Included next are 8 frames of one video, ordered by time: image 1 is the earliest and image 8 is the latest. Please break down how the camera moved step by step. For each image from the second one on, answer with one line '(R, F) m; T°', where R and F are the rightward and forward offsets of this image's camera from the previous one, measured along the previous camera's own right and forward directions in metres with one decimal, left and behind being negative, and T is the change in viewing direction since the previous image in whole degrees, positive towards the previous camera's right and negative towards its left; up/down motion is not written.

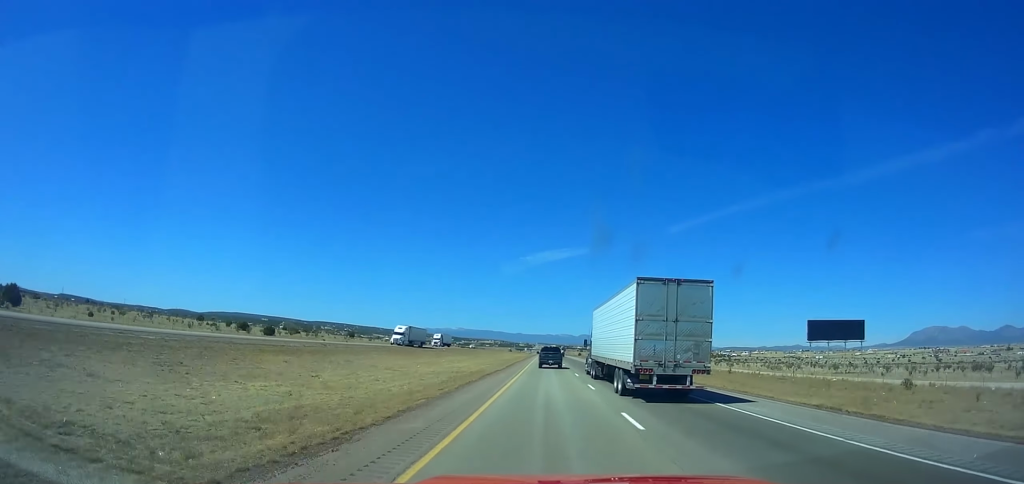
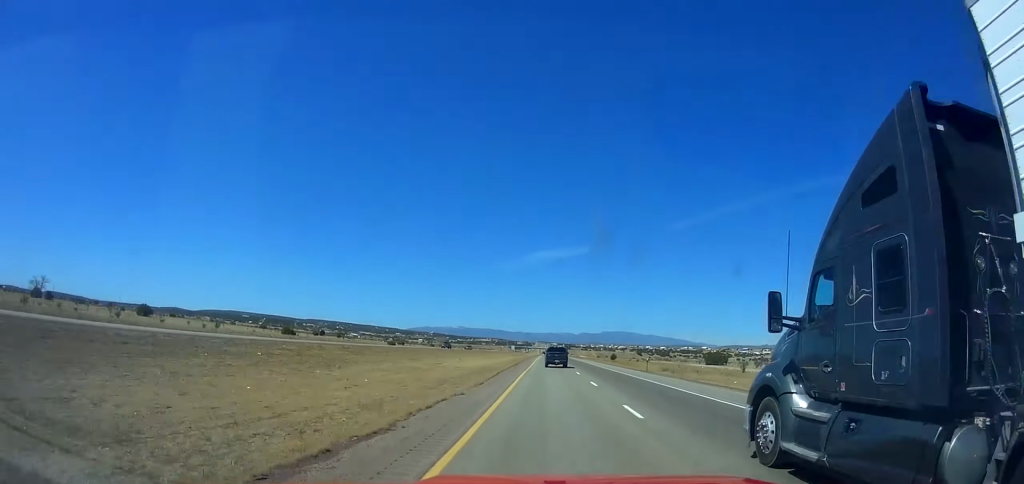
(+0.4, +155.5) m; 0°
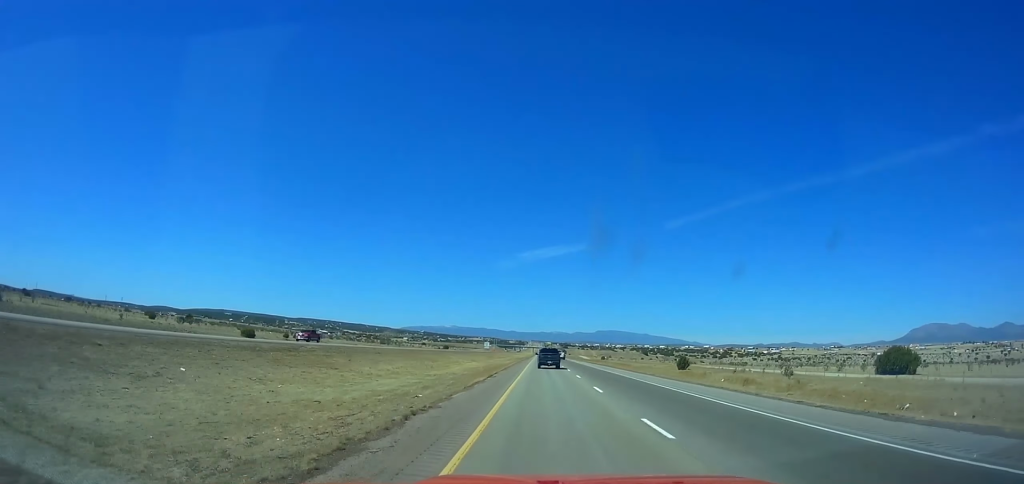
(-0.3, +87.8) m; 0°
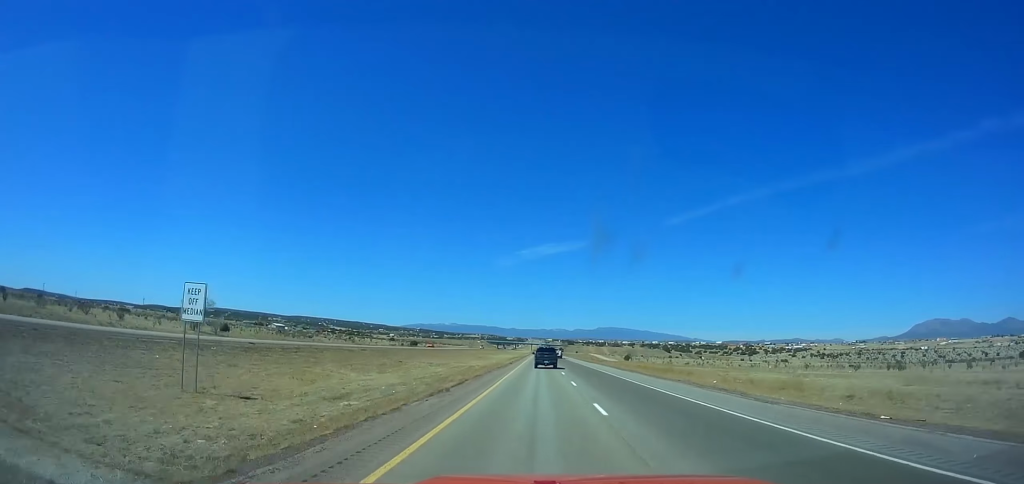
(+0.7, +117.3) m; 0°
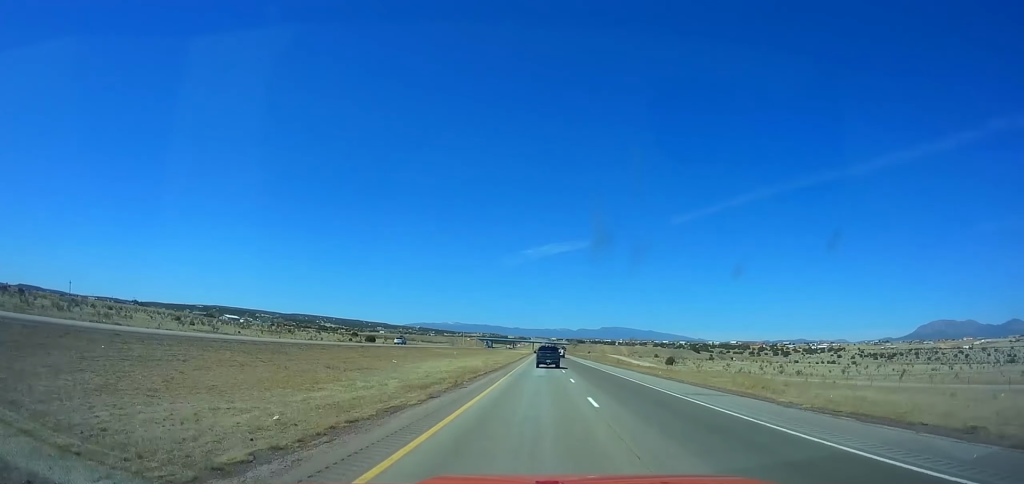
(-0.7, +95.1) m; 0°
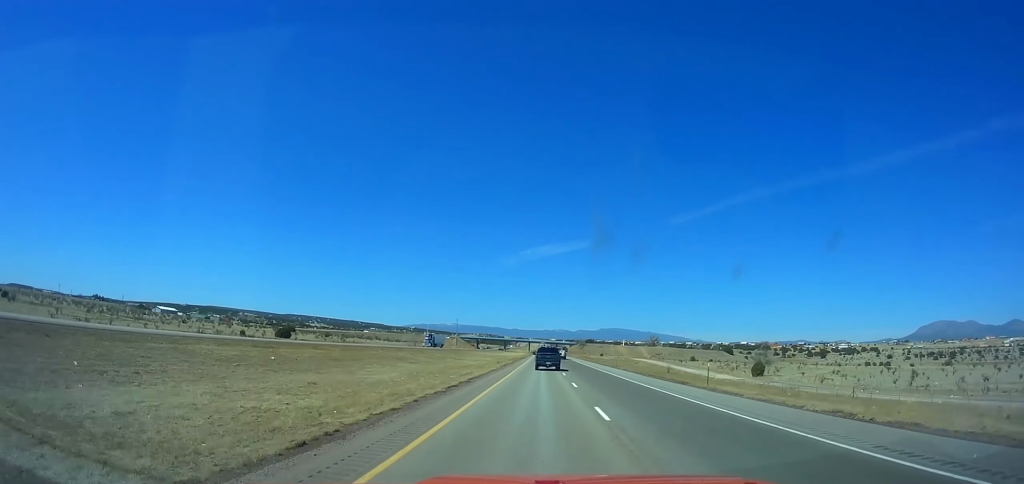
(+0.1, +87.3) m; 0°
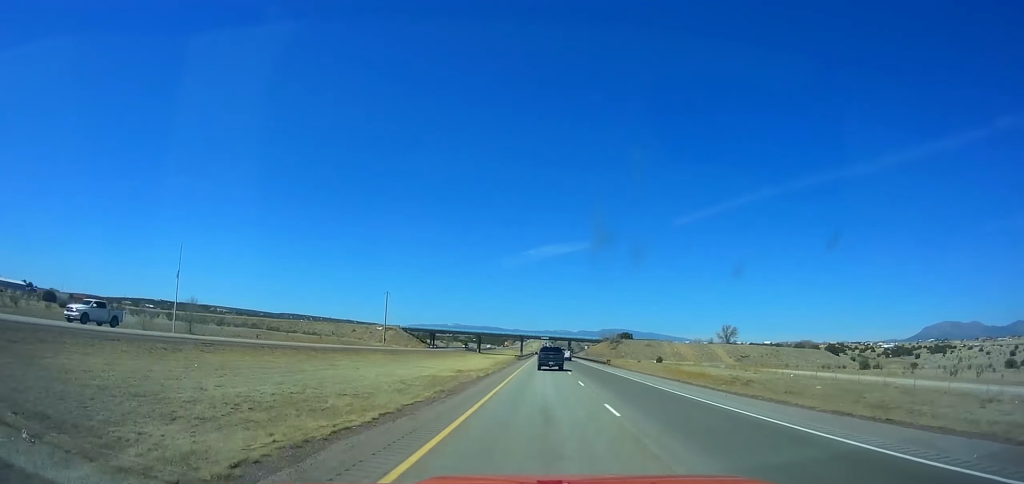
(+0.2, +144.7) m; 0°
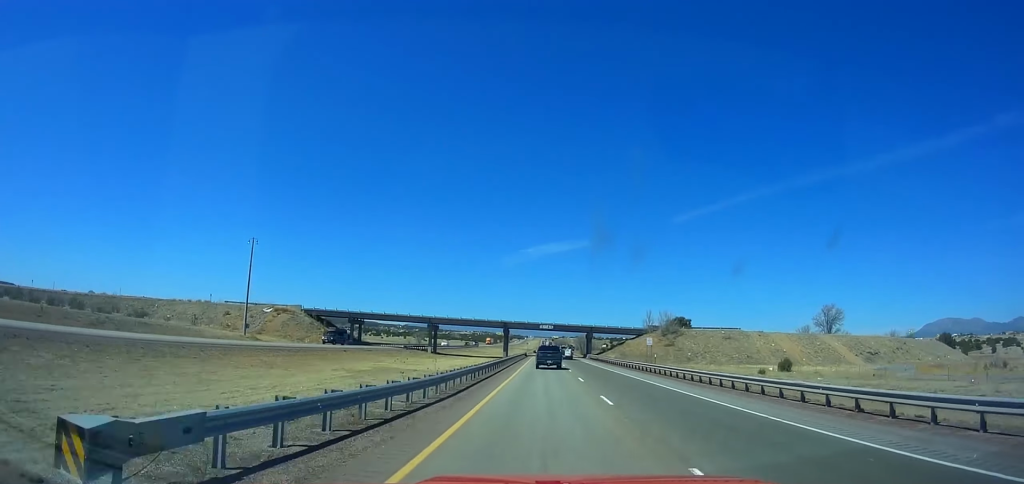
(0.0, +82.7) m; 0°
